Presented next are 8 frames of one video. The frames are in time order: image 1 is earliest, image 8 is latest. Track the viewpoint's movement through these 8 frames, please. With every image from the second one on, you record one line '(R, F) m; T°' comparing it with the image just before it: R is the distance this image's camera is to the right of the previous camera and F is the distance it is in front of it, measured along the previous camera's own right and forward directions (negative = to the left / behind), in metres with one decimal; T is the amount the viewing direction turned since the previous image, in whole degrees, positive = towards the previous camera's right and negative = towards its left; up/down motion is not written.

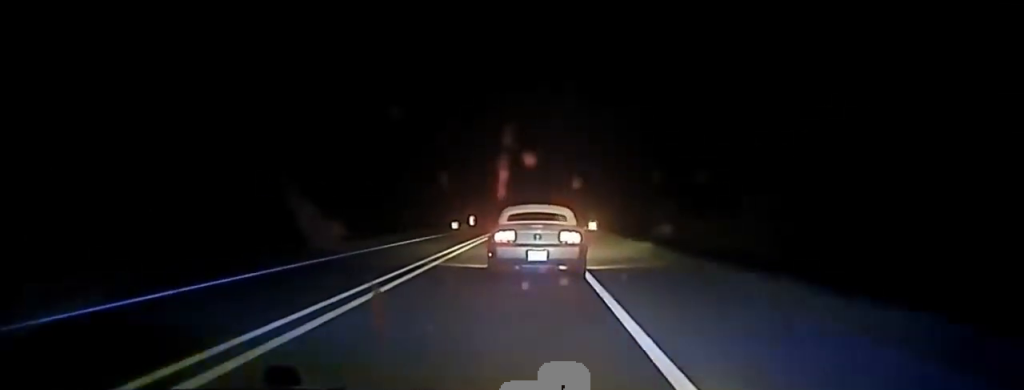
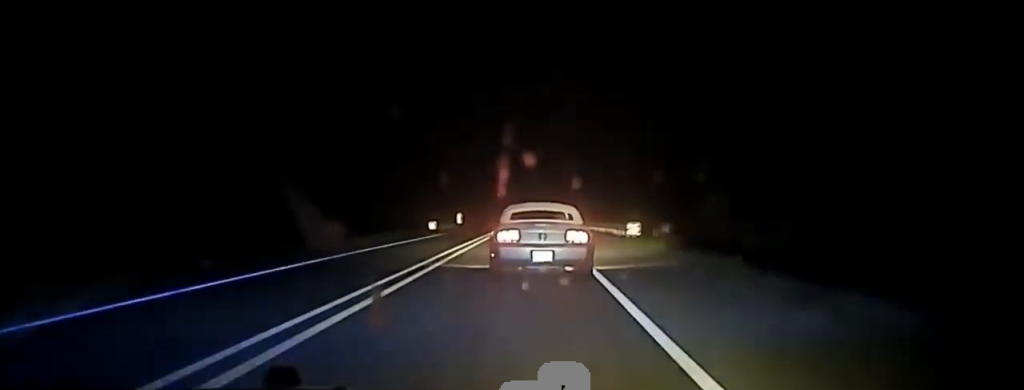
(-0.2, +25.6) m; 0°
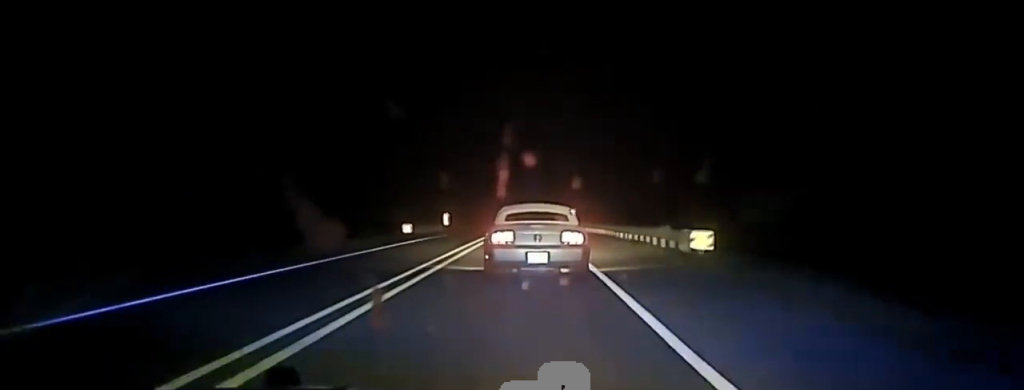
(0.0, +15.1) m; 0°
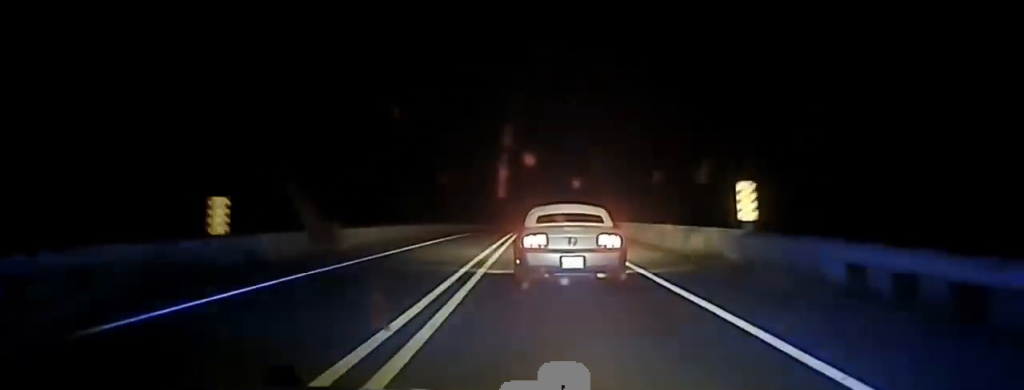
(+0.4, +66.0) m; +1°
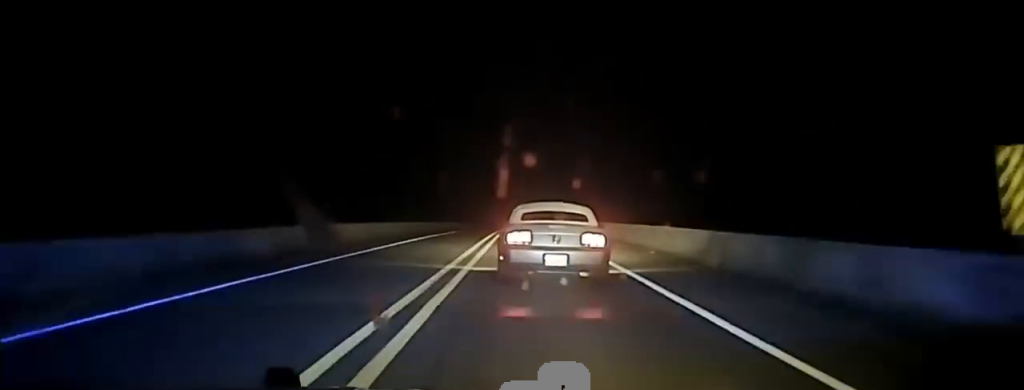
(0.0, +13.7) m; 0°
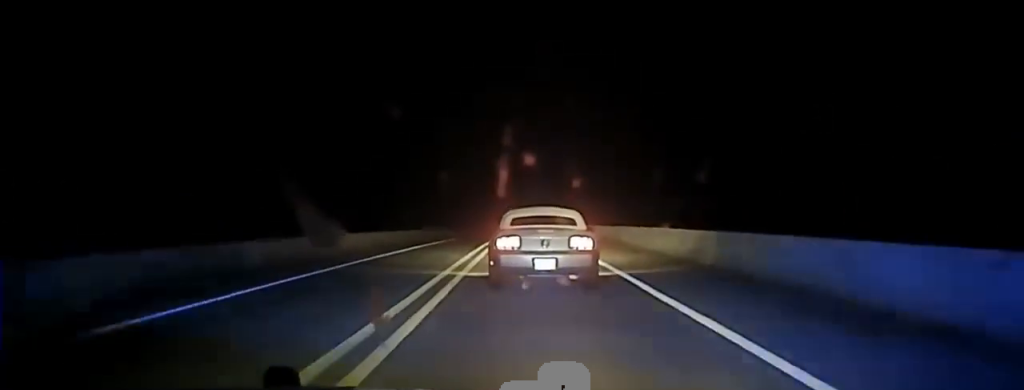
(+0.1, +14.9) m; 0°
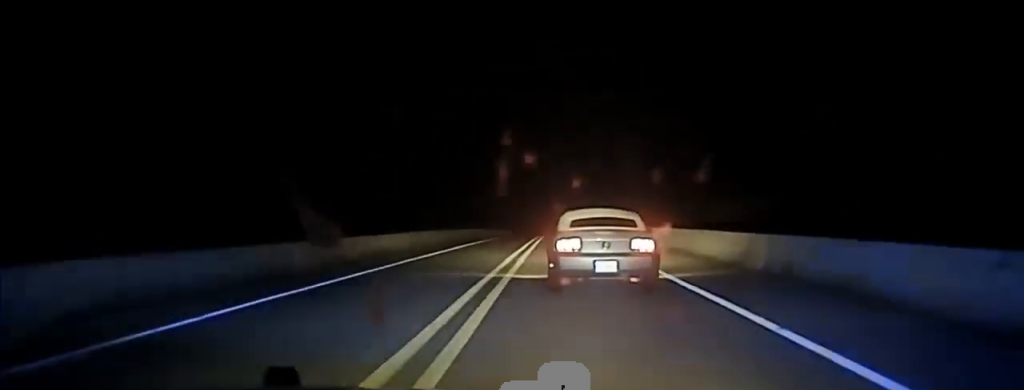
(-0.4, +24.8) m; 0°
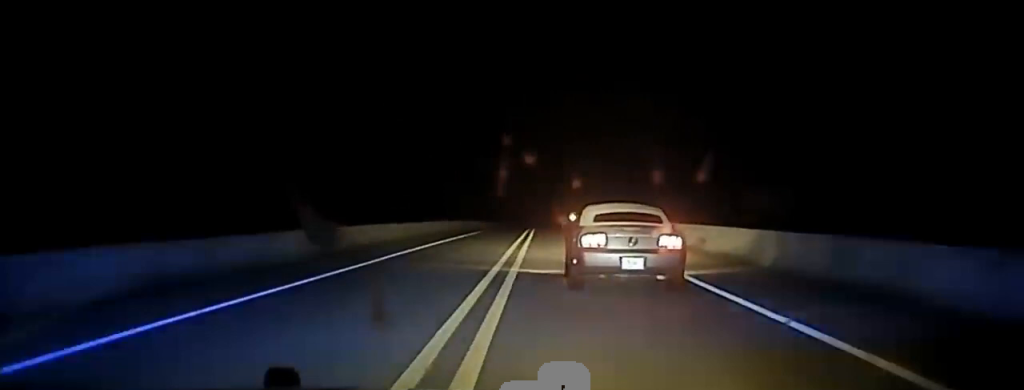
(+0.1, +17.1) m; 0°
